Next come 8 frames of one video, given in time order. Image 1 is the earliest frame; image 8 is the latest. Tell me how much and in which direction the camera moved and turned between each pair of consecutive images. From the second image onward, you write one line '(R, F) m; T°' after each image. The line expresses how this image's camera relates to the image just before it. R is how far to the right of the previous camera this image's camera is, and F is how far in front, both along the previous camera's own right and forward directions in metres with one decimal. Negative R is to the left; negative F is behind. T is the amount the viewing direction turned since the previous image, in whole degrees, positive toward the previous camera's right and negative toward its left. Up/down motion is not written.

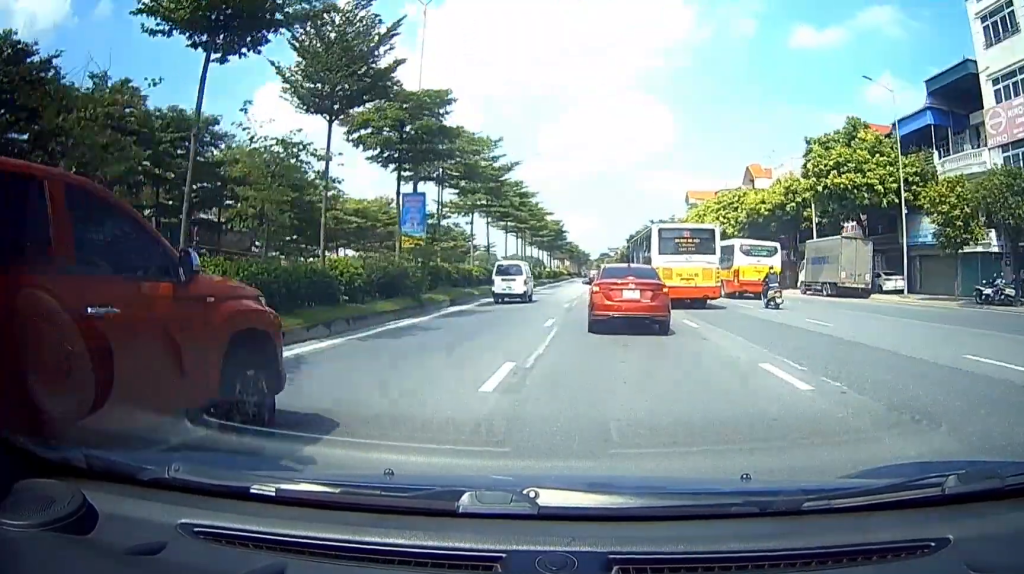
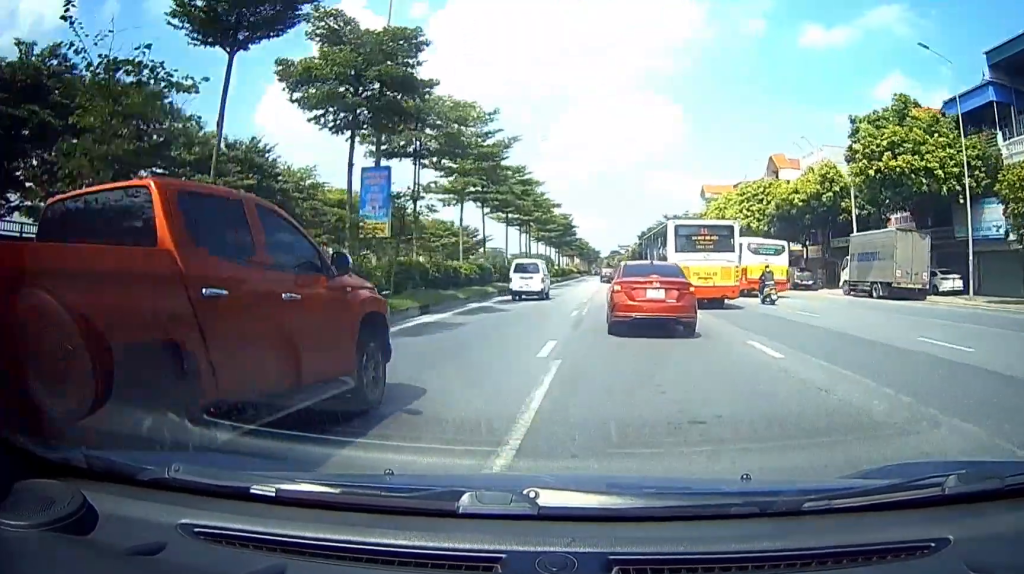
(-0.1, +7.9) m; +1°
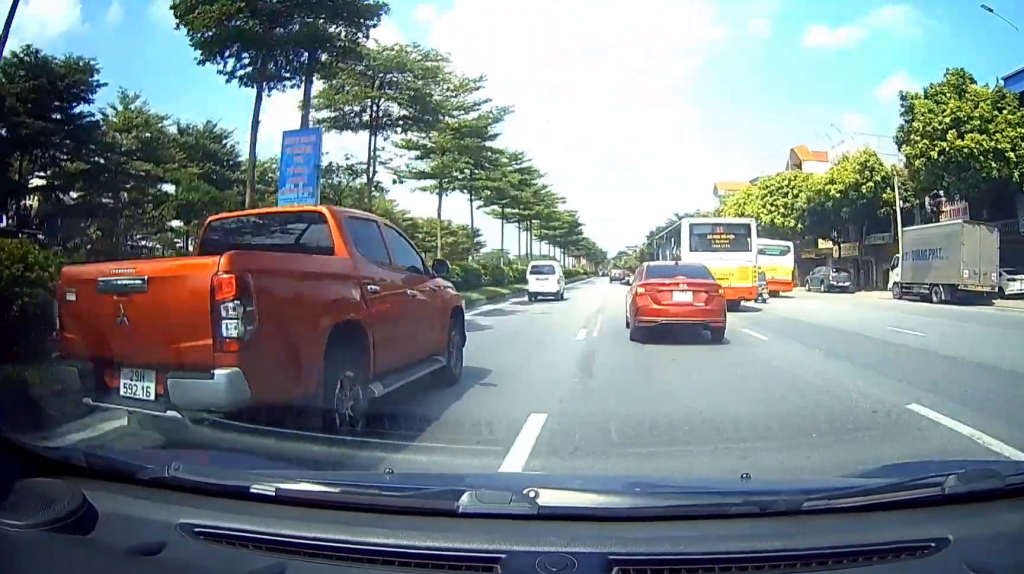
(+0.2, +6.9) m; +1°
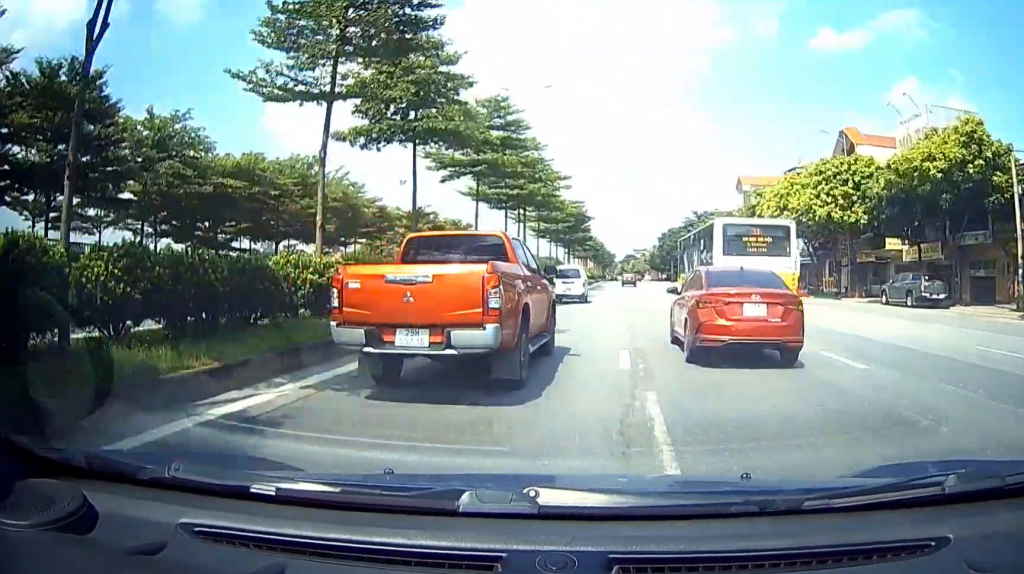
(+0.3, +13.3) m; +1°
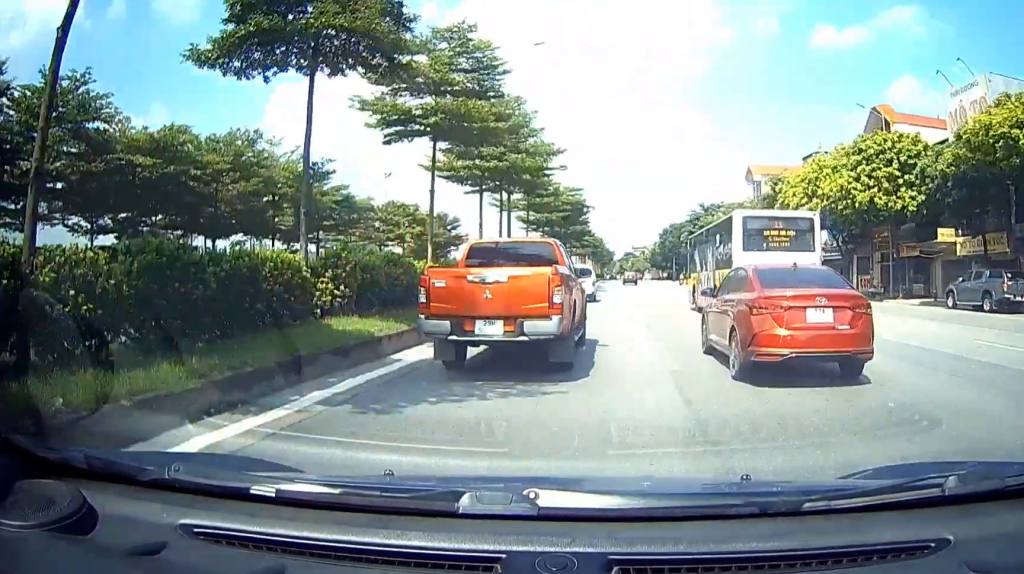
(0.0, +7.9) m; 0°
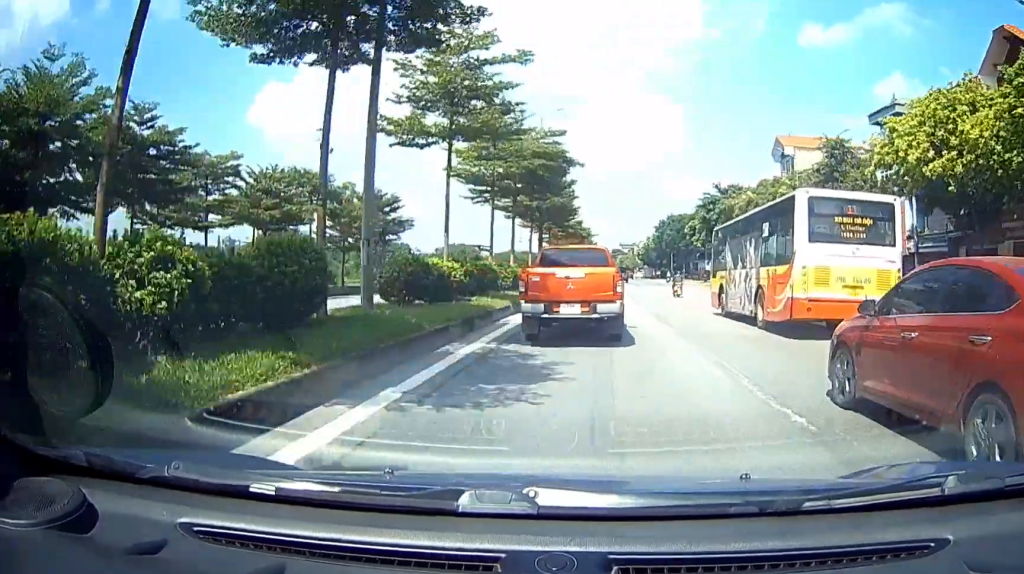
(0.0, +19.9) m; 0°
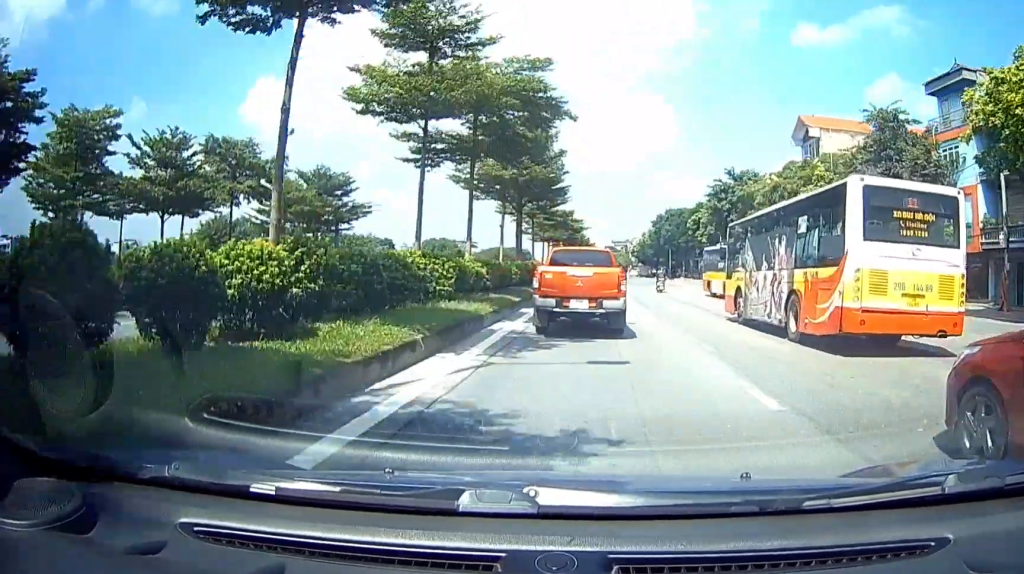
(0.0, +9.3) m; 0°
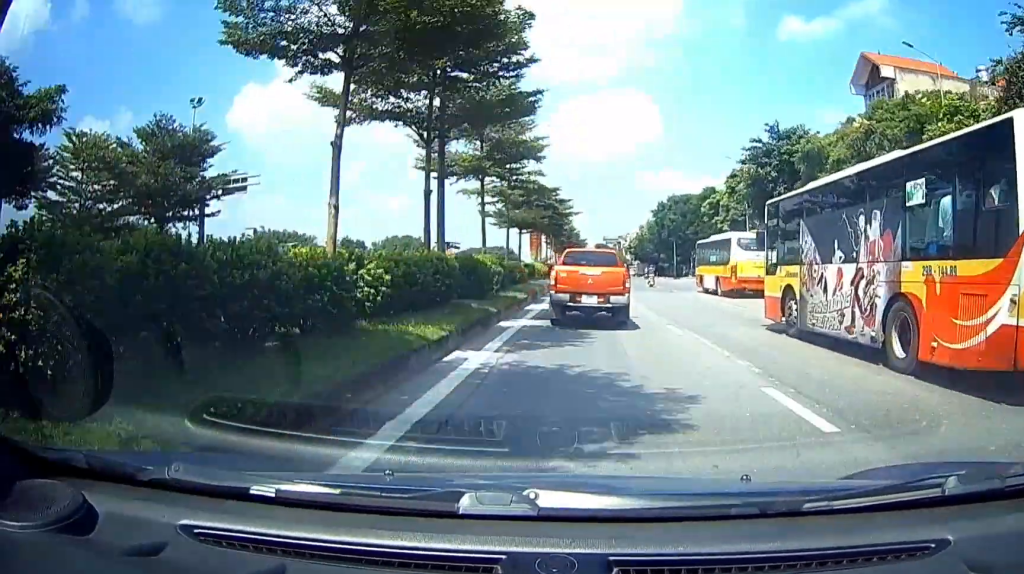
(0.0, +16.5) m; -1°
